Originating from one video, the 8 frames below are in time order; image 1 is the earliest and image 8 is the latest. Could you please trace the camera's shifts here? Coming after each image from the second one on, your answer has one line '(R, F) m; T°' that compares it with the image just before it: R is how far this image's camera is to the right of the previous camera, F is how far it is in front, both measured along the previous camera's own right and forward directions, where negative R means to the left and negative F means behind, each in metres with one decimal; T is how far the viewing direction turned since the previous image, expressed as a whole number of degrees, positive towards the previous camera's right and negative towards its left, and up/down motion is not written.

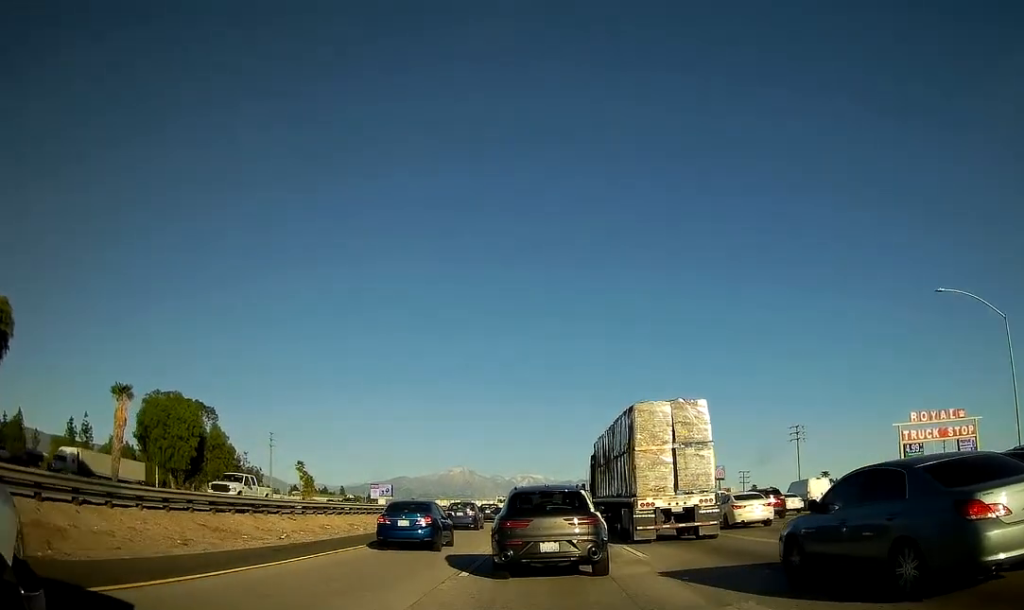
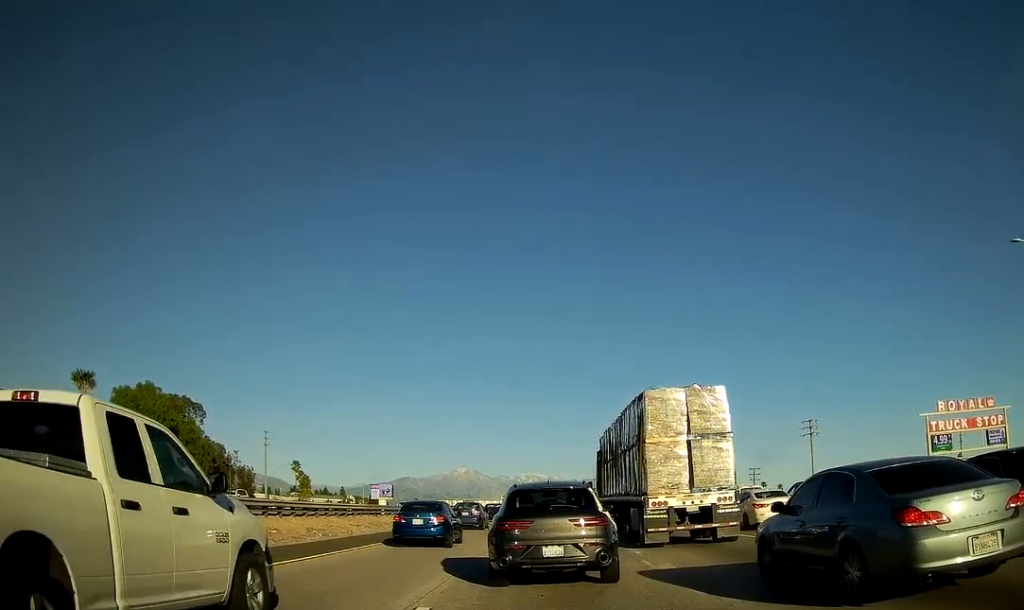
(-0.2, +8.1) m; -2°
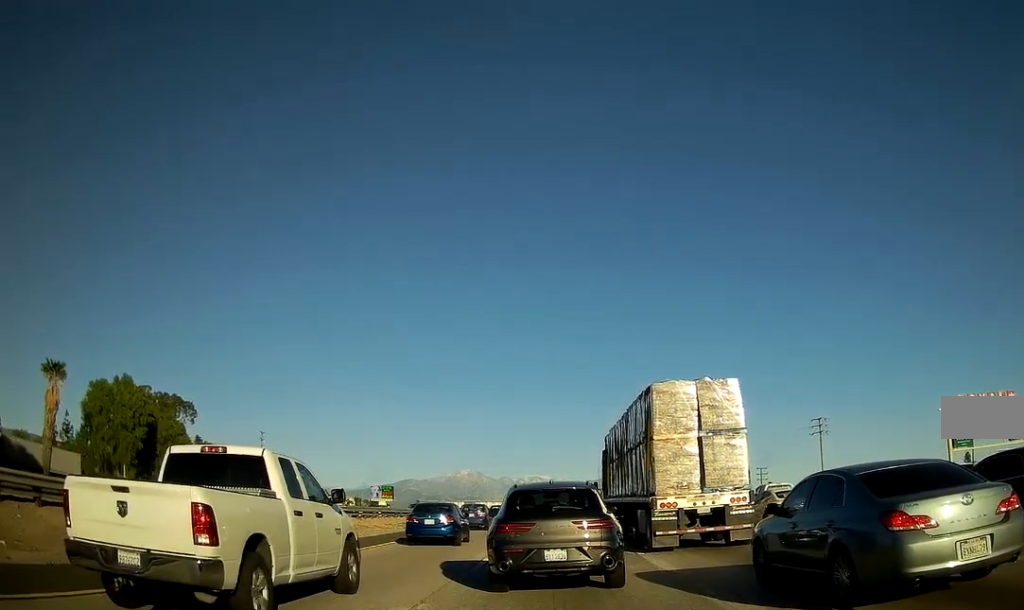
(+0.1, +5.8) m; +1°
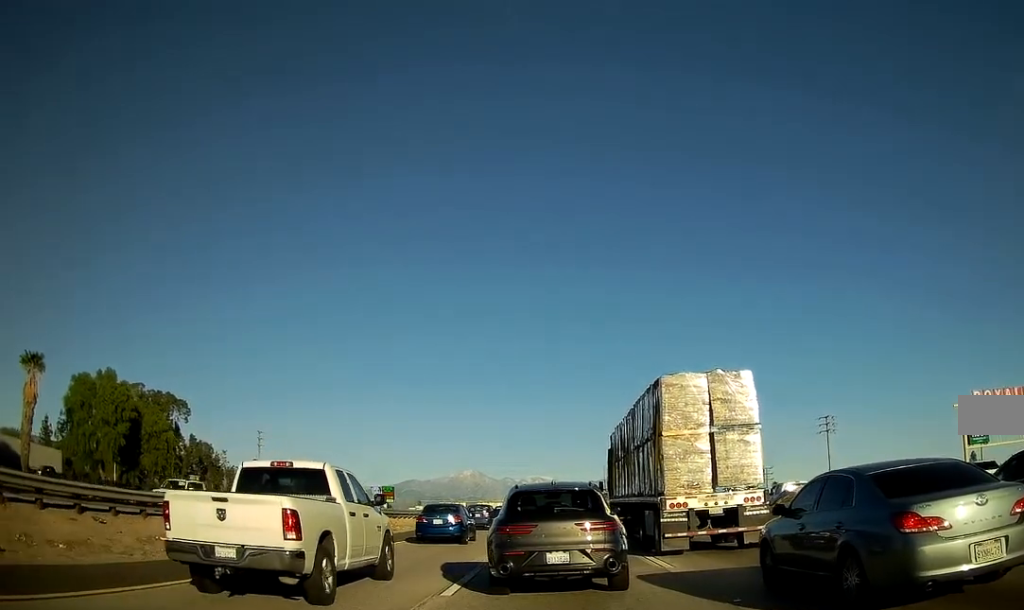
(-0.1, +3.8) m; 0°
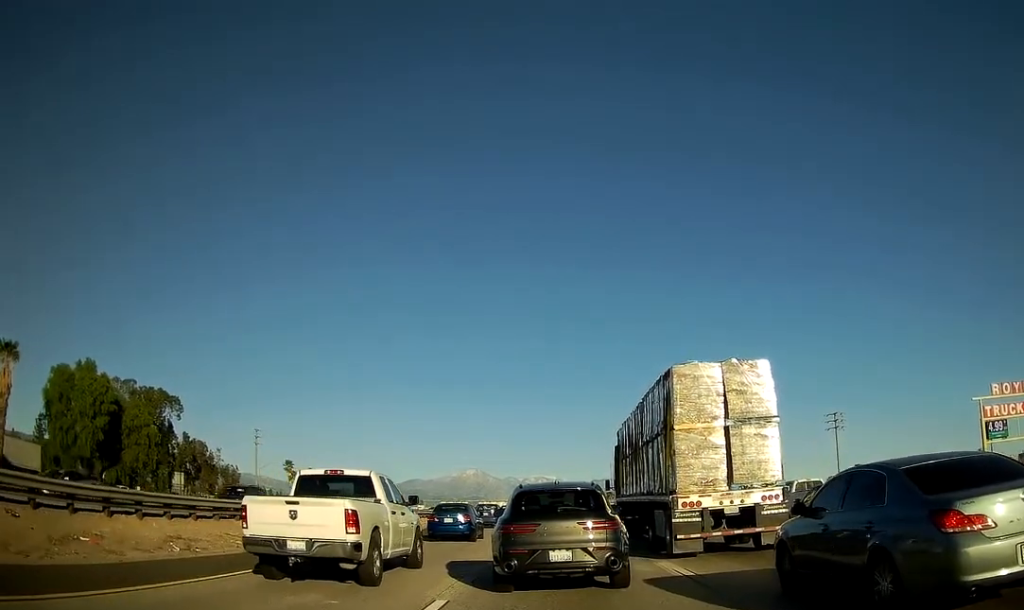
(0.0, +4.4) m; 0°
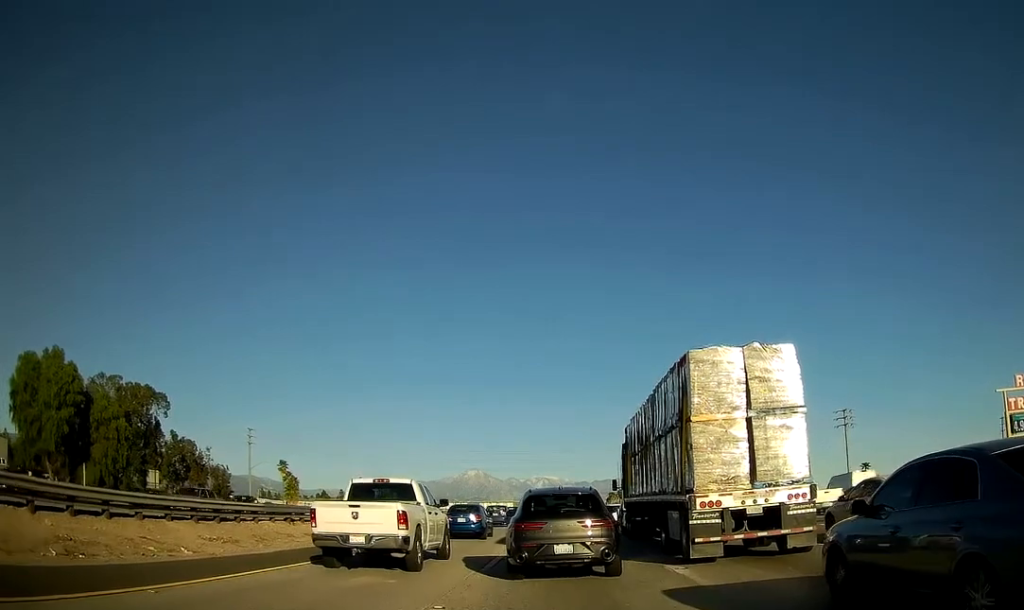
(-0.1, +5.9) m; 0°
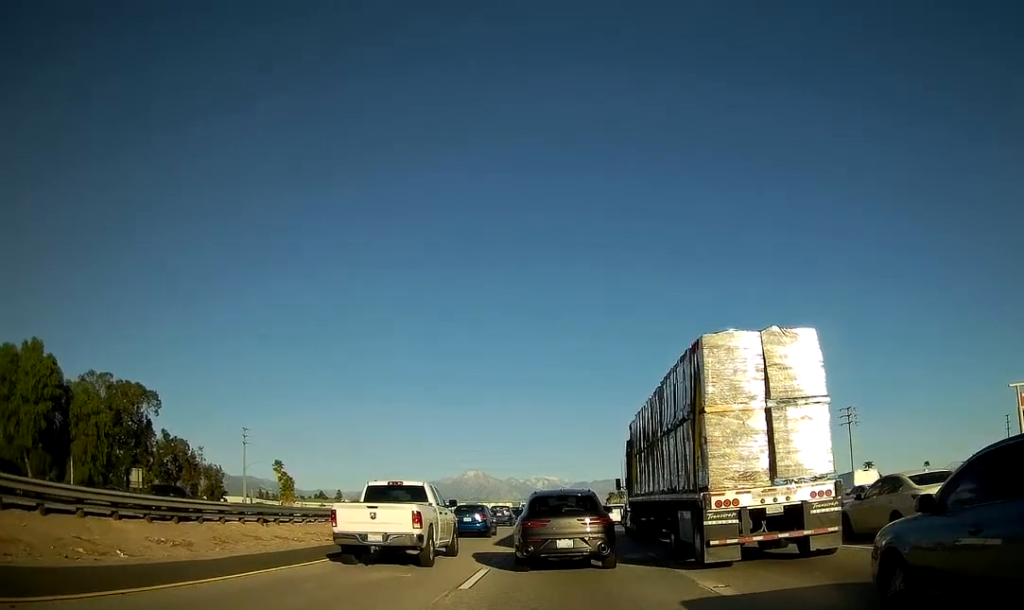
(0.0, +3.2) m; +2°
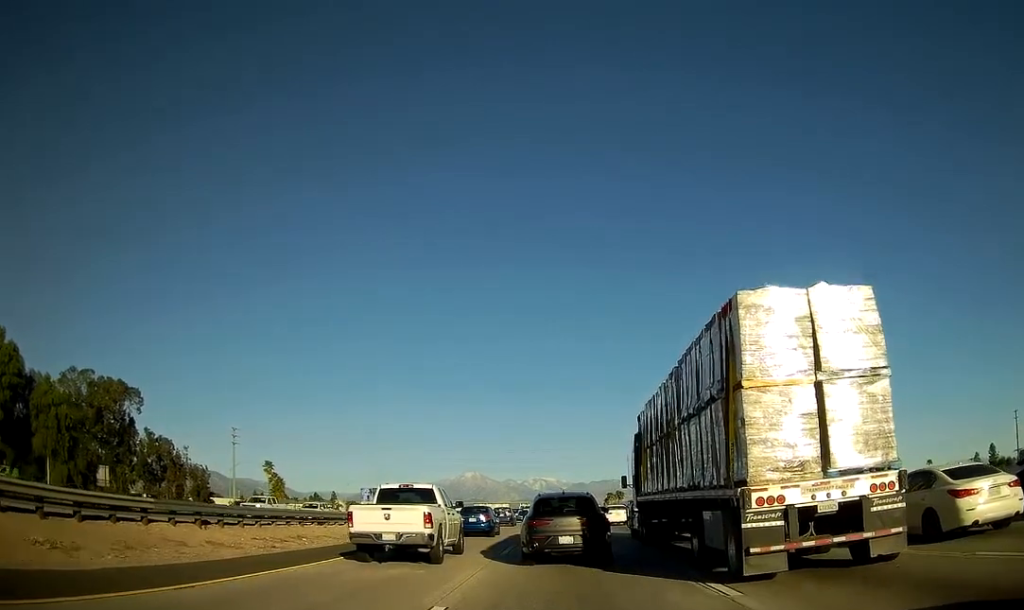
(+0.1, +5.2) m; 0°
